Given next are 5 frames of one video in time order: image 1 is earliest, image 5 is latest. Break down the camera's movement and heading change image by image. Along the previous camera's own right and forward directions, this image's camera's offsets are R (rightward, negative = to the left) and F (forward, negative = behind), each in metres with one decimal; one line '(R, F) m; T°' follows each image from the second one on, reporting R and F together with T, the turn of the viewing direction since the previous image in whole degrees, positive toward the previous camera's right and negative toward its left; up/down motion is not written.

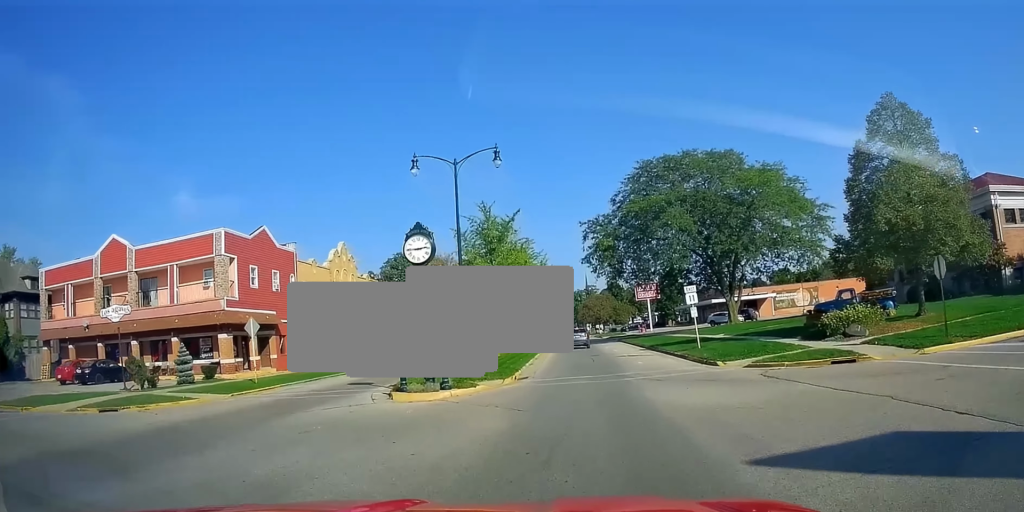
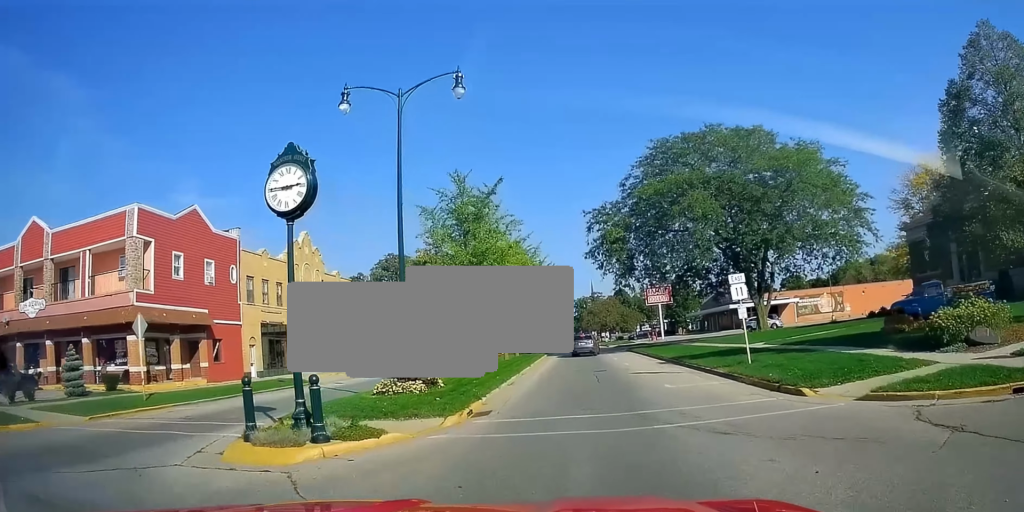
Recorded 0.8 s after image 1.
(+0.1, +8.6) m; -1°
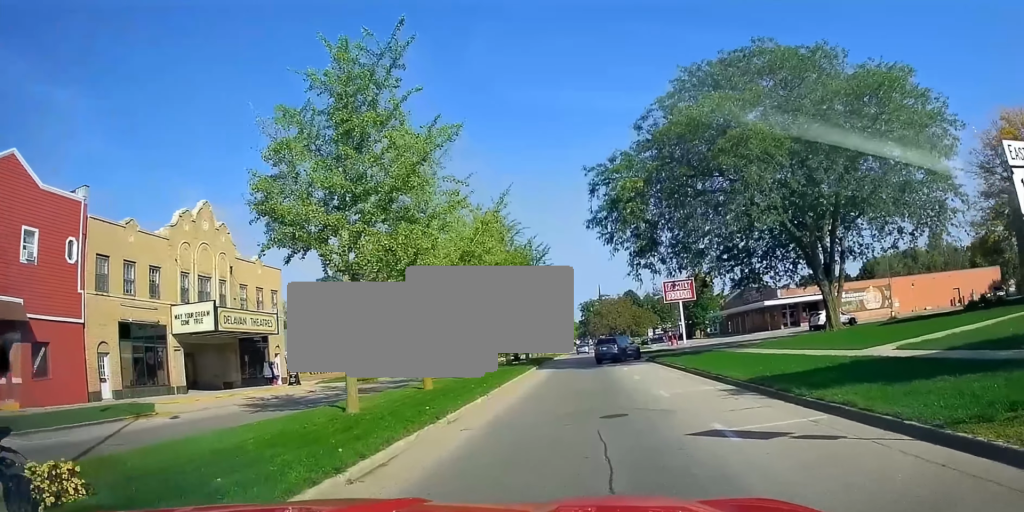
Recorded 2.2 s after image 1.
(-0.6, +14.8) m; -2°
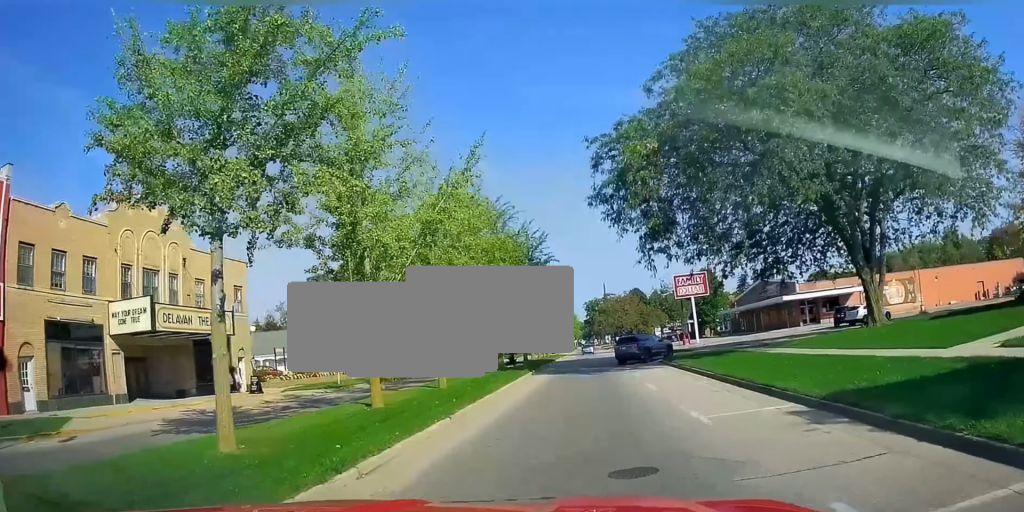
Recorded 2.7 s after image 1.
(+0.1, +5.5) m; 0°
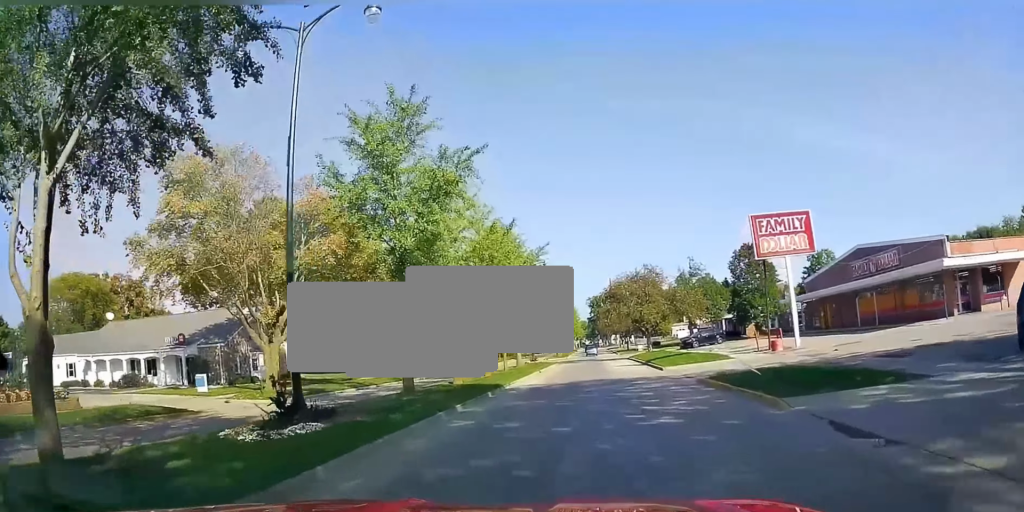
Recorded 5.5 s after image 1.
(-1.9, +31.3) m; -5°
